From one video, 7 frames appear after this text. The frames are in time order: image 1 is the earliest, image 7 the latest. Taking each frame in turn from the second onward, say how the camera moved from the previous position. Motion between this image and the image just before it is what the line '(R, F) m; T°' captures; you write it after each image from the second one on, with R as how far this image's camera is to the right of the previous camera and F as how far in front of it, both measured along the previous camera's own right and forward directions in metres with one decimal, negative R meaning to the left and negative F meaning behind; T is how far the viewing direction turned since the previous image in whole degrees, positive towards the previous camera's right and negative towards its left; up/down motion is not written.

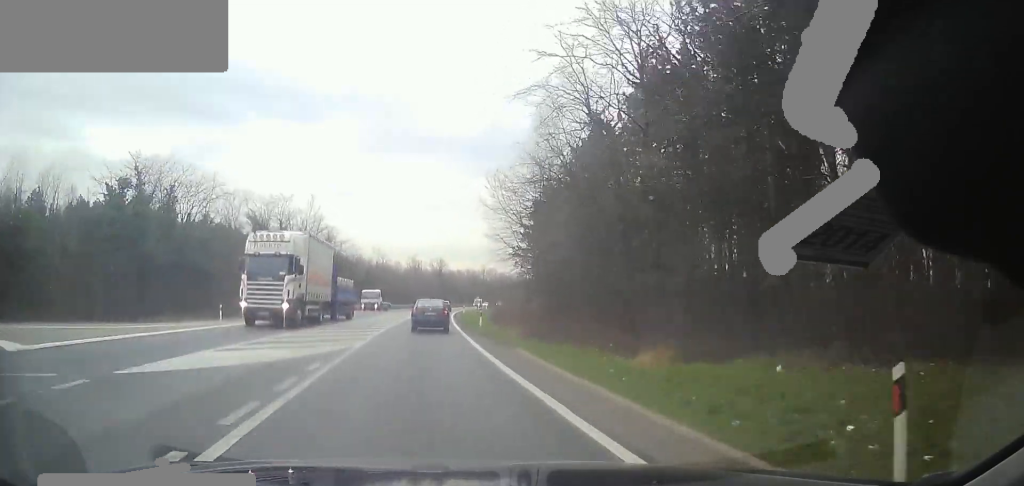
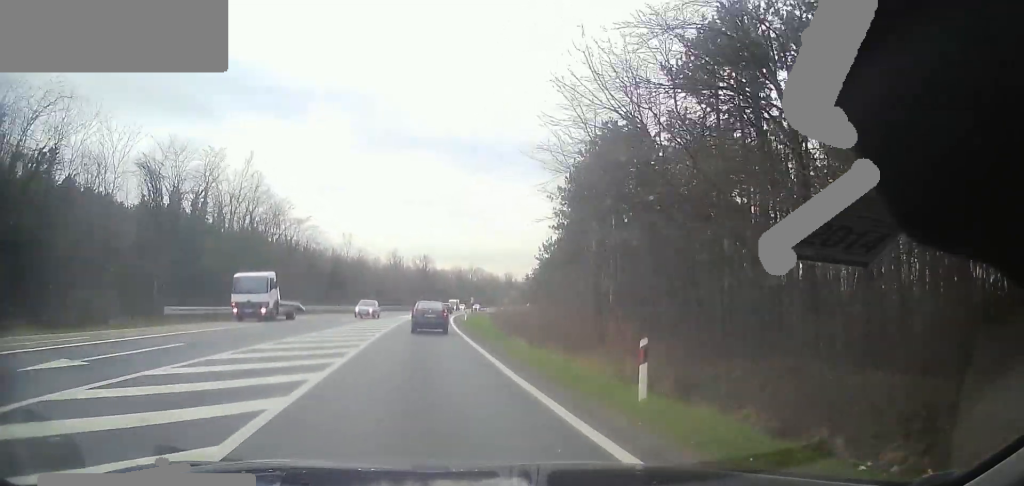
(+0.6, +25.2) m; +1°
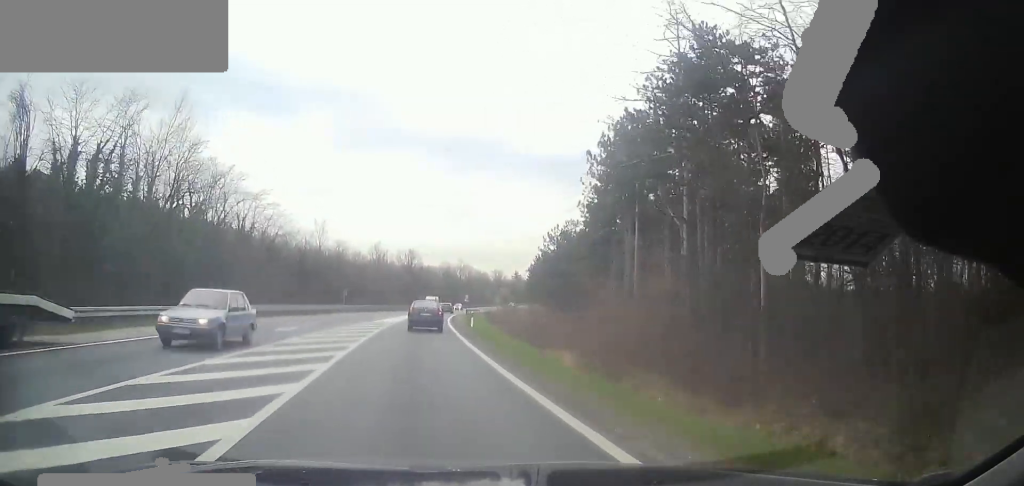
(0.0, +16.4) m; 0°
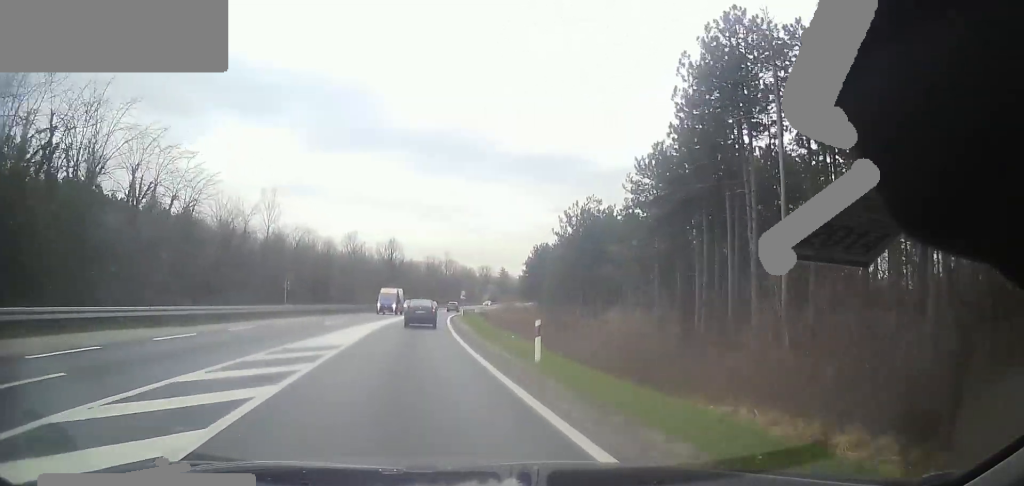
(0.0, +23.1) m; 0°
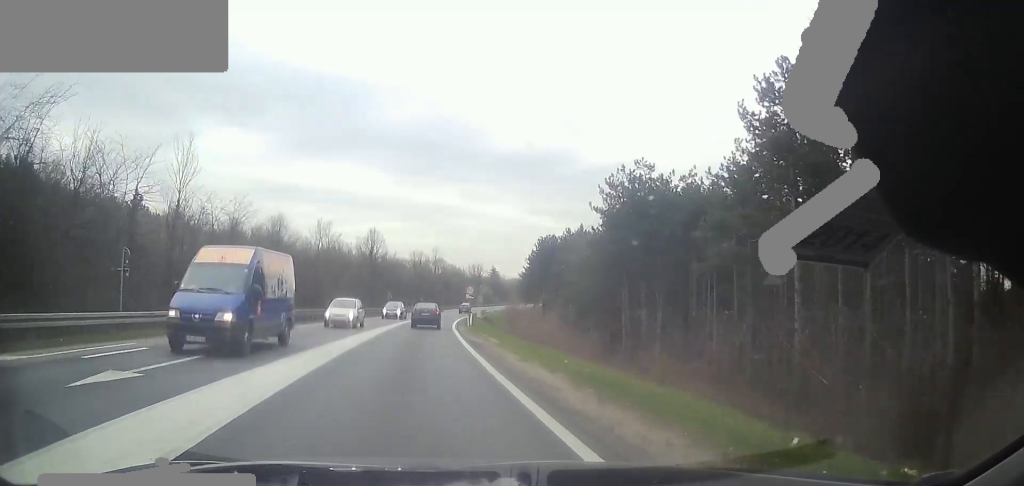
(0.0, +23.2) m; +2°
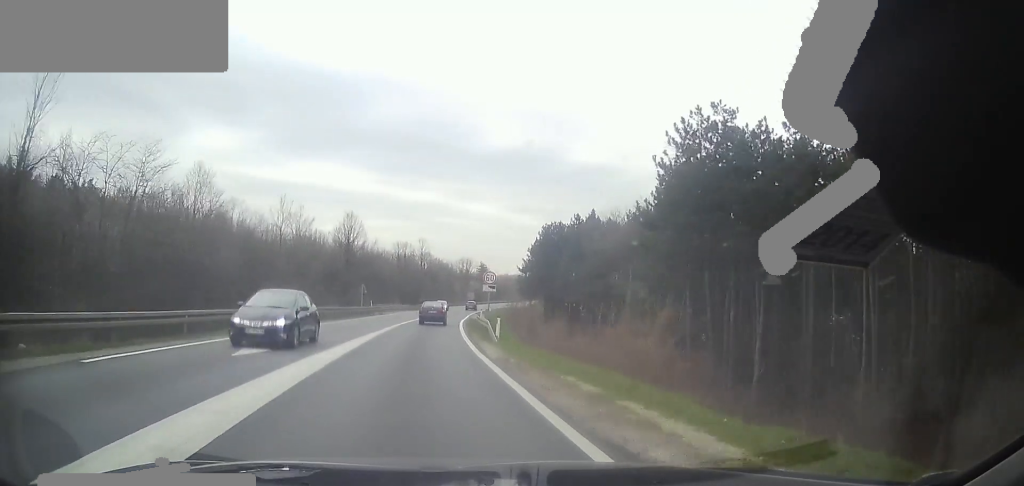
(+0.7, +19.3) m; +2°
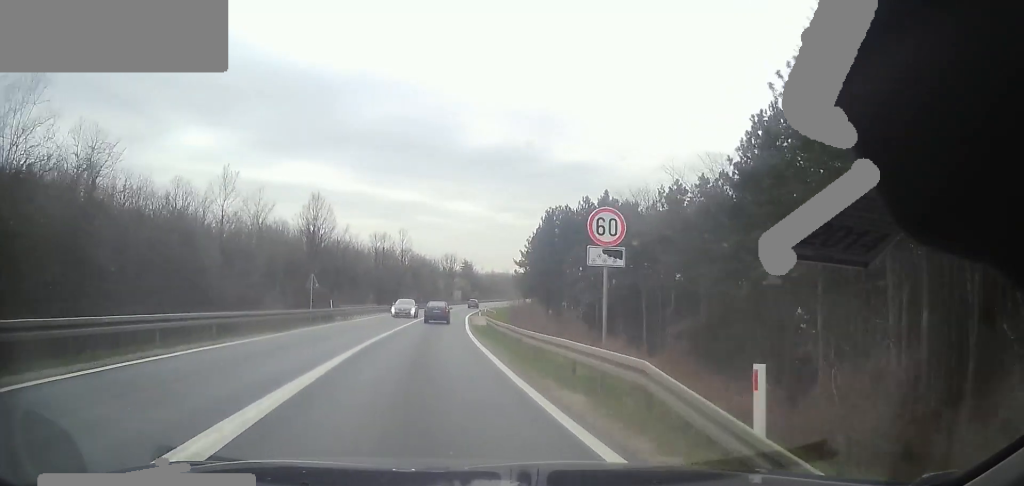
(+0.2, +19.6) m; +4°
